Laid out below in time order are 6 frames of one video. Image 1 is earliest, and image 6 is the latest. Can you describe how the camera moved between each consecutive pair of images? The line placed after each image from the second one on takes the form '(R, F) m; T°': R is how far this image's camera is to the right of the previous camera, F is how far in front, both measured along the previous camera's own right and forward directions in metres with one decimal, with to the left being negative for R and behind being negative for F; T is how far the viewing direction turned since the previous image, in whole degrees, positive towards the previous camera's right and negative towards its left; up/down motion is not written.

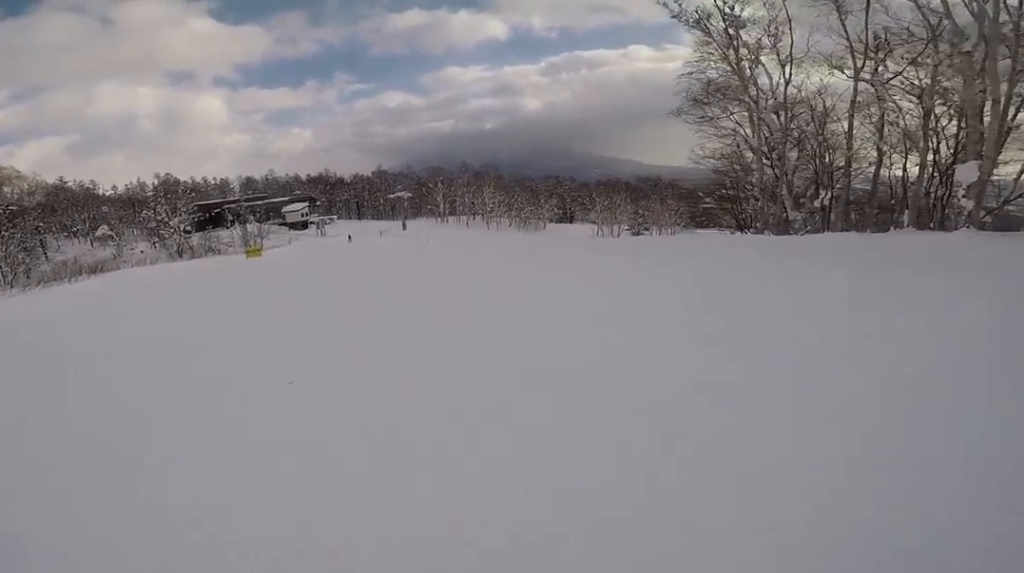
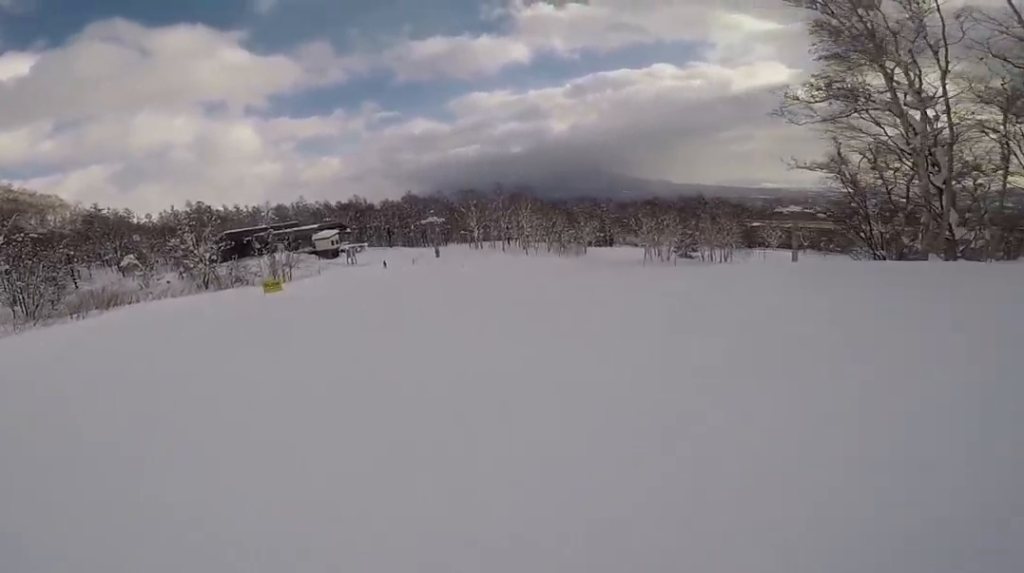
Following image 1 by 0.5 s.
(+0.2, +5.8) m; 0°
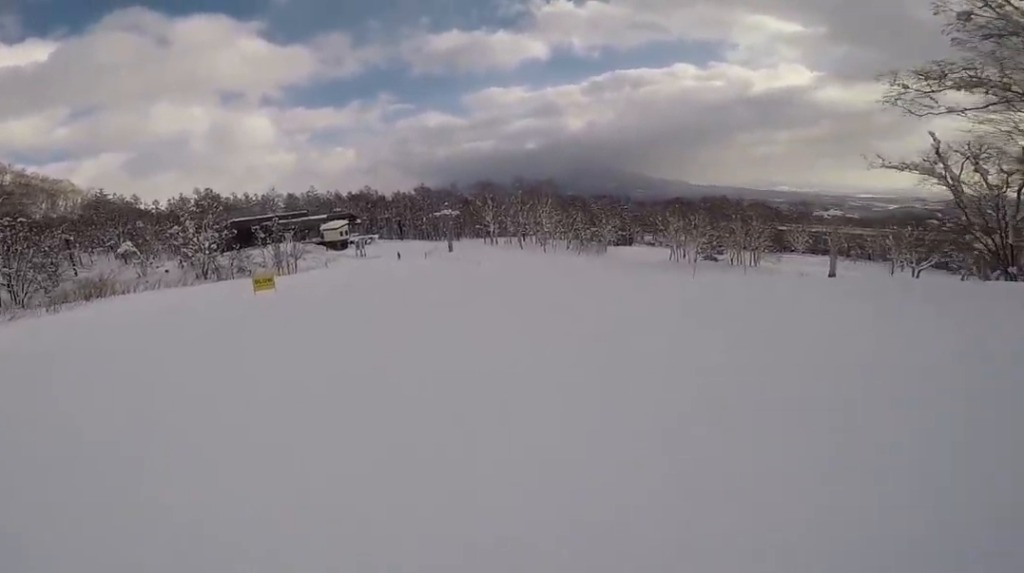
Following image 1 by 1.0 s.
(-0.7, +5.1) m; -1°
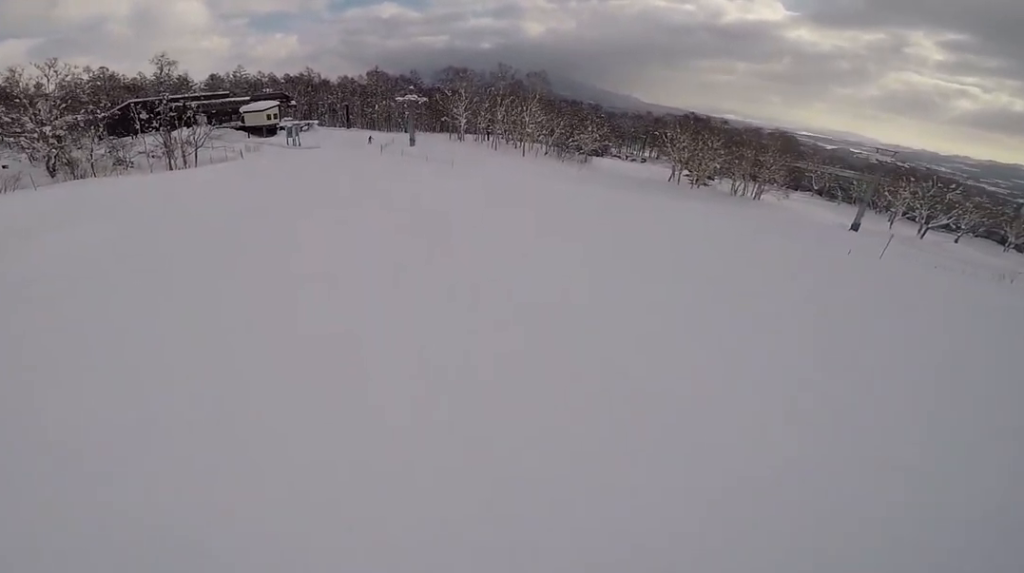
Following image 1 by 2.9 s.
(0.0, +19.7) m; 0°
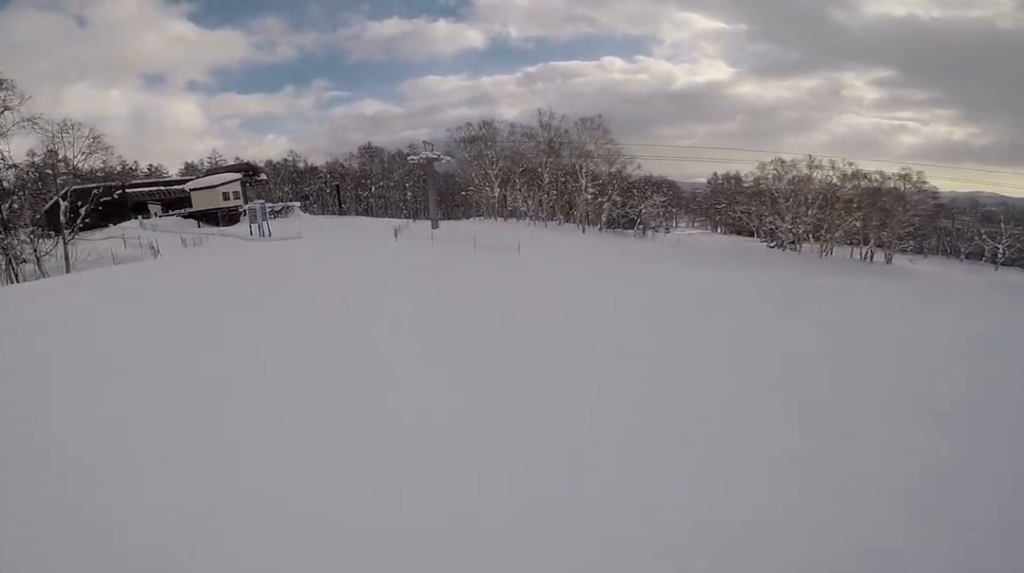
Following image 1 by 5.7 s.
(+2.5, +27.7) m; +4°
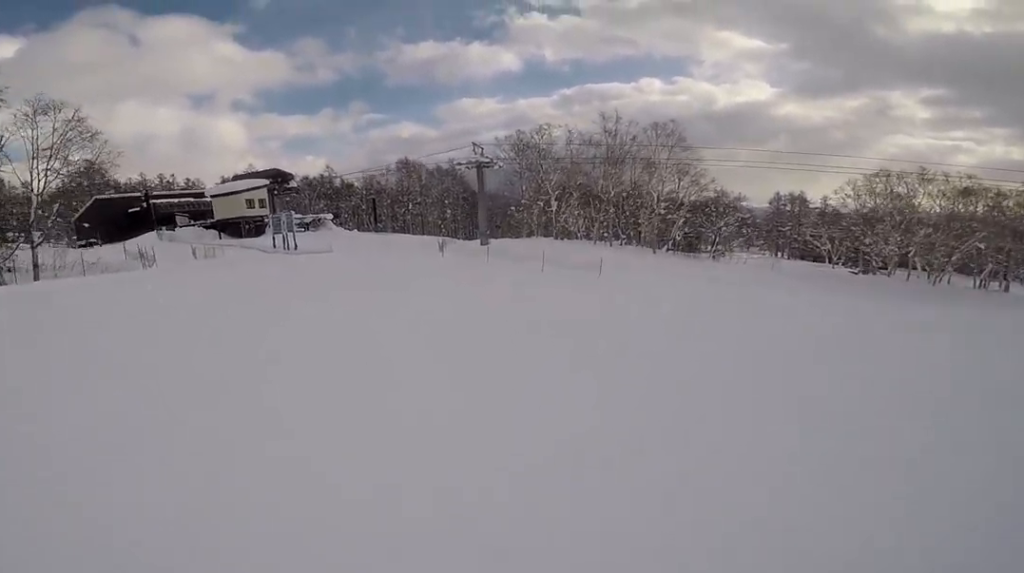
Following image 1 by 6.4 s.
(0.0, +7.1) m; -5°
